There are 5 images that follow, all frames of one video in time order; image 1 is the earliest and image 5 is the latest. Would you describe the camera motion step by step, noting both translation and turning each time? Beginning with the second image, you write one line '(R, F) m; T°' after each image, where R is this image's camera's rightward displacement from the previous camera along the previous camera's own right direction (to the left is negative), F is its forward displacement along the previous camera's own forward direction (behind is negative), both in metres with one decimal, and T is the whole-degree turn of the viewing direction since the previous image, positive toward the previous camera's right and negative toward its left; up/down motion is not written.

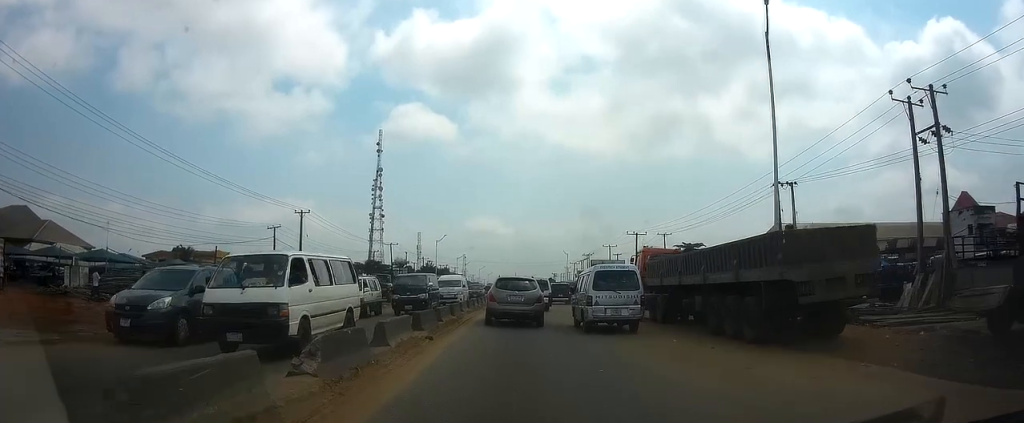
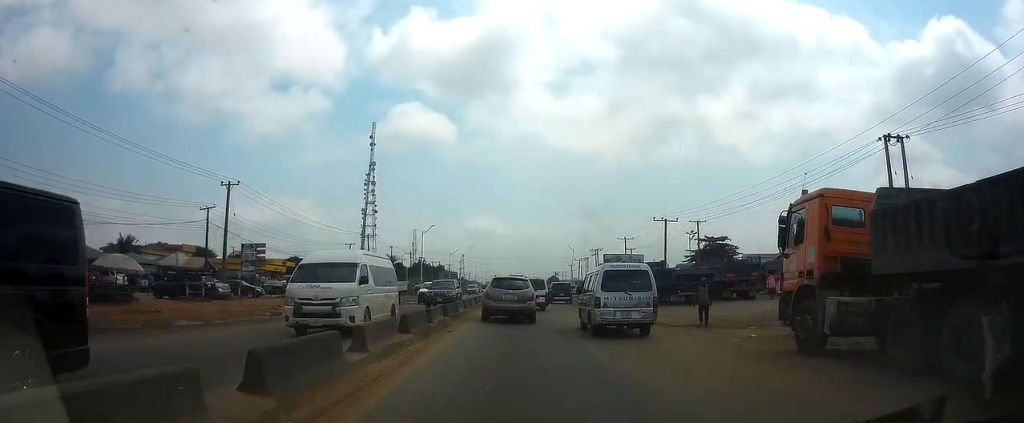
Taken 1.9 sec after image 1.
(0.0, +15.7) m; 0°
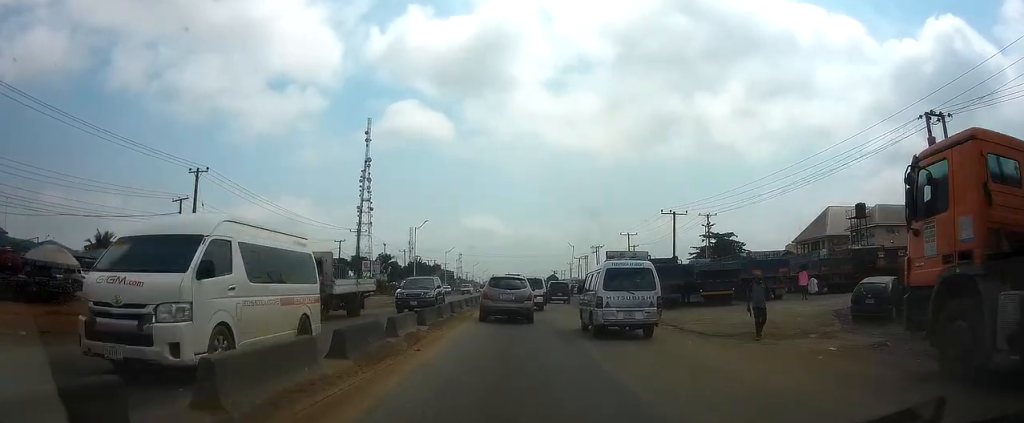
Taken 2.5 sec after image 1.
(+0.1, +4.7) m; +1°
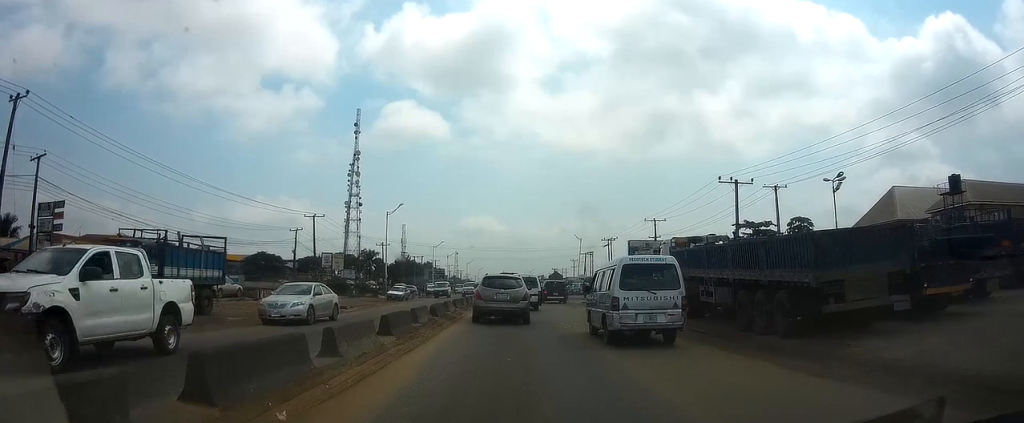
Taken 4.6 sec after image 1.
(+0.3, +17.8) m; +1°
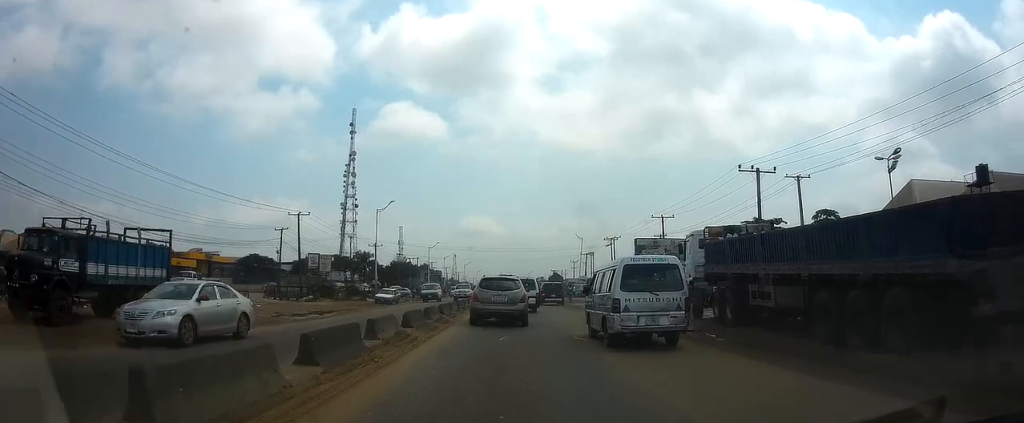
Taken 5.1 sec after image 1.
(0.0, +4.2) m; 0°
